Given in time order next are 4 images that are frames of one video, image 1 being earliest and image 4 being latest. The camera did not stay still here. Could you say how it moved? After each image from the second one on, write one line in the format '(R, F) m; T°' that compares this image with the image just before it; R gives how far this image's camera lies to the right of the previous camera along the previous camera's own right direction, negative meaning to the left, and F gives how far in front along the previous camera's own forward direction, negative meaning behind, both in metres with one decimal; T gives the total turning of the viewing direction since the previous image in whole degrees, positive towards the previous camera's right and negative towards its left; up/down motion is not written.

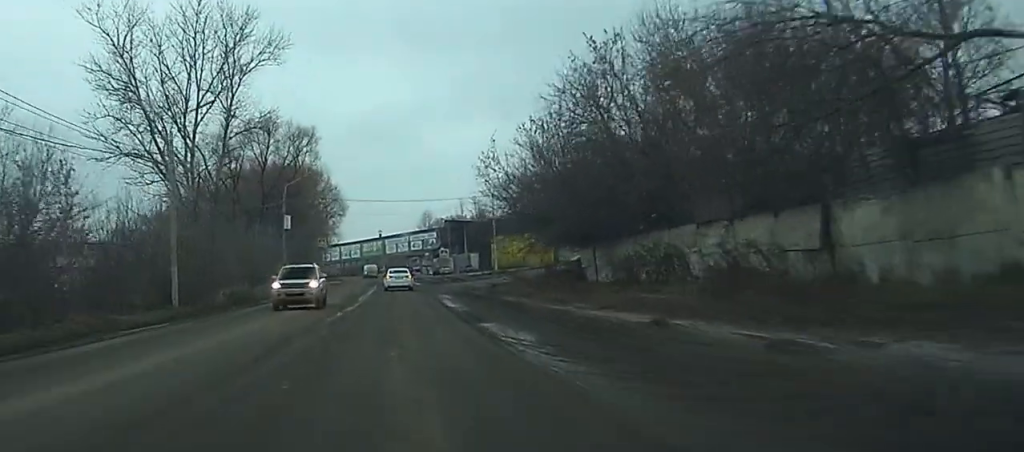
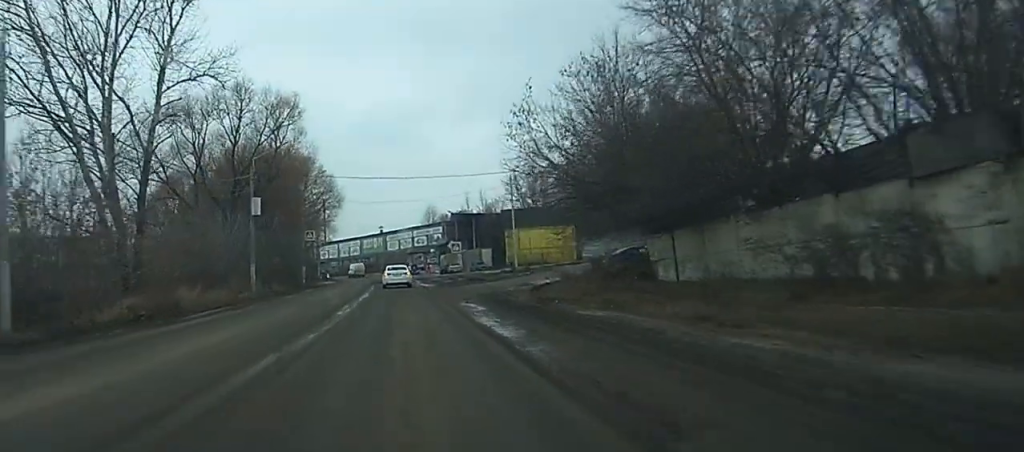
(-0.4, +15.1) m; -2°
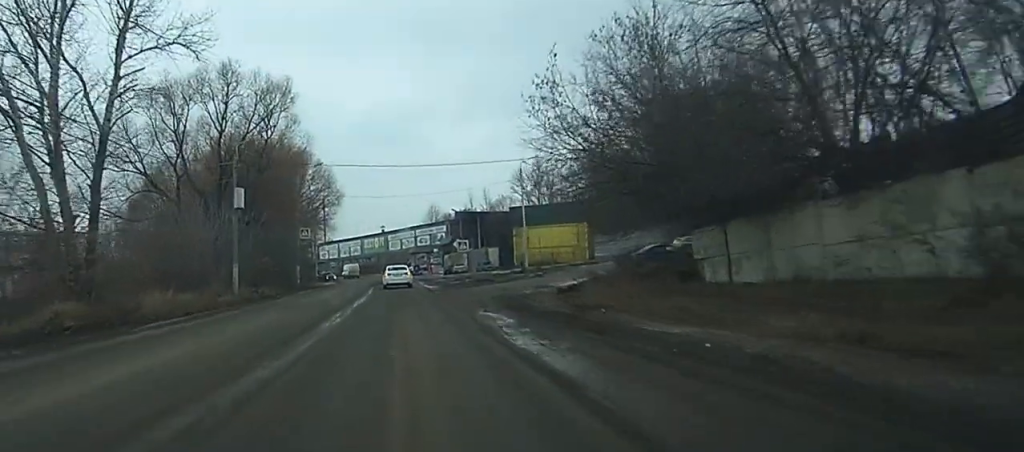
(0.0, +6.1) m; 0°
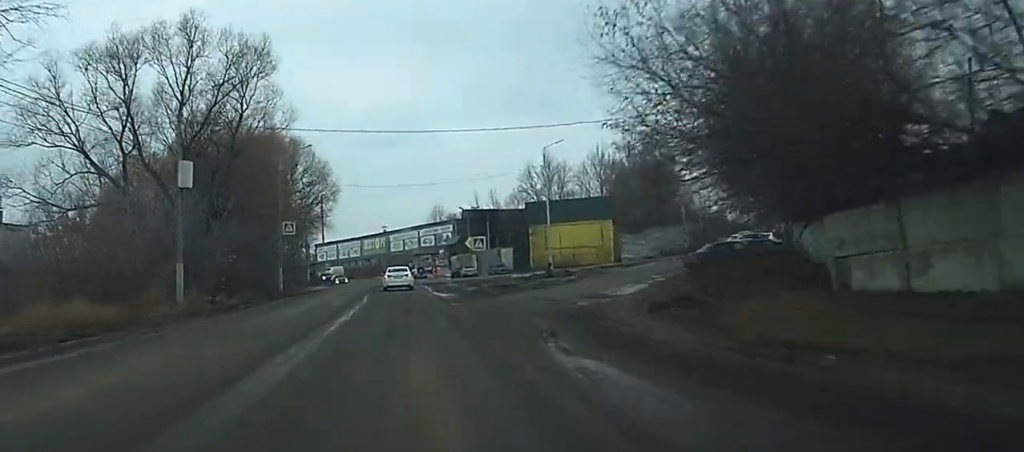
(0.0, +12.0) m; 0°
